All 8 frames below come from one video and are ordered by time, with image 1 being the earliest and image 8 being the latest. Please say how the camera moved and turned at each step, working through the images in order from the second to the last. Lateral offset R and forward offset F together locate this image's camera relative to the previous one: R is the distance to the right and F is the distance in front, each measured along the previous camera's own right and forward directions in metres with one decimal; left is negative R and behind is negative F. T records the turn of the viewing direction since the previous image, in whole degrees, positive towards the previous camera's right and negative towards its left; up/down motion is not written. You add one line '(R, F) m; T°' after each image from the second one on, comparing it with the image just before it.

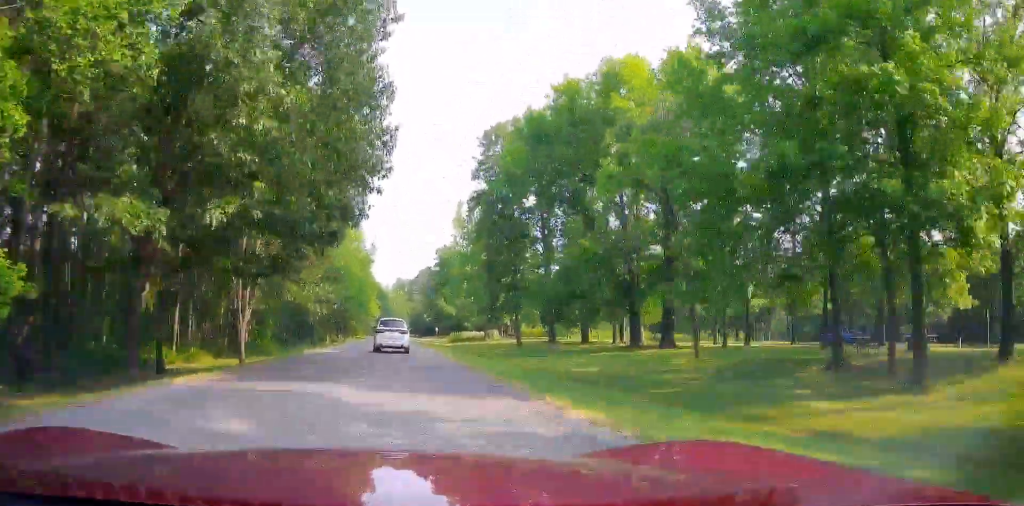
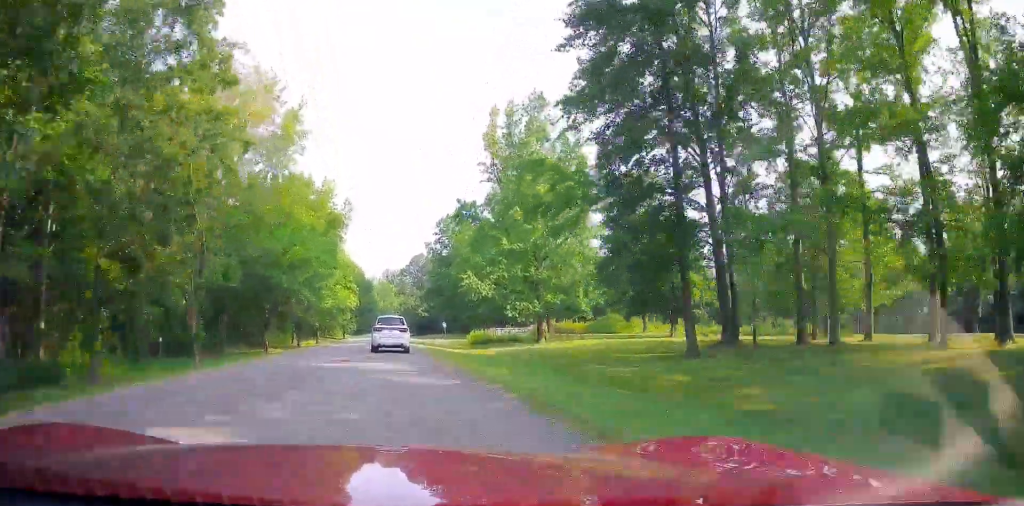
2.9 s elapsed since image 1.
(-0.5, +40.0) m; -2°
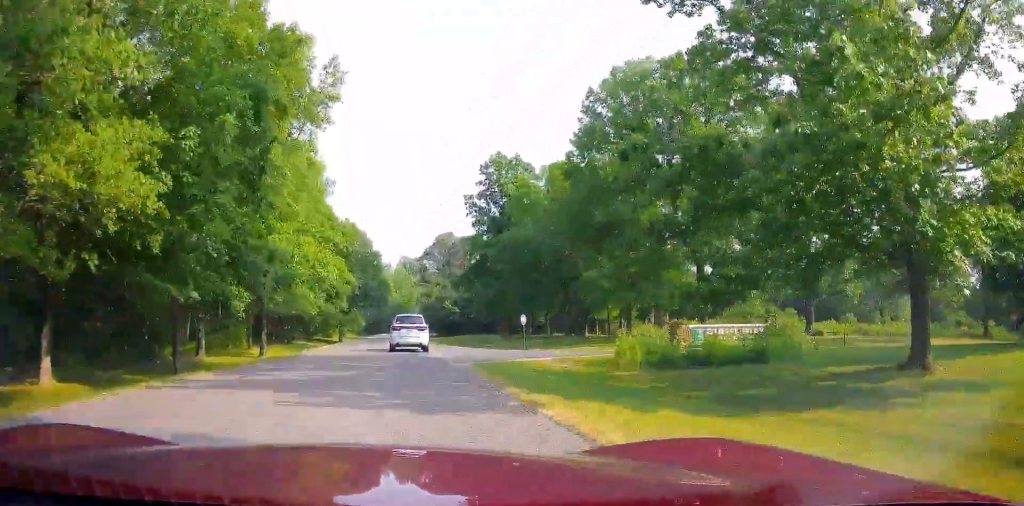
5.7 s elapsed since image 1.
(-0.2, +37.4) m; -1°
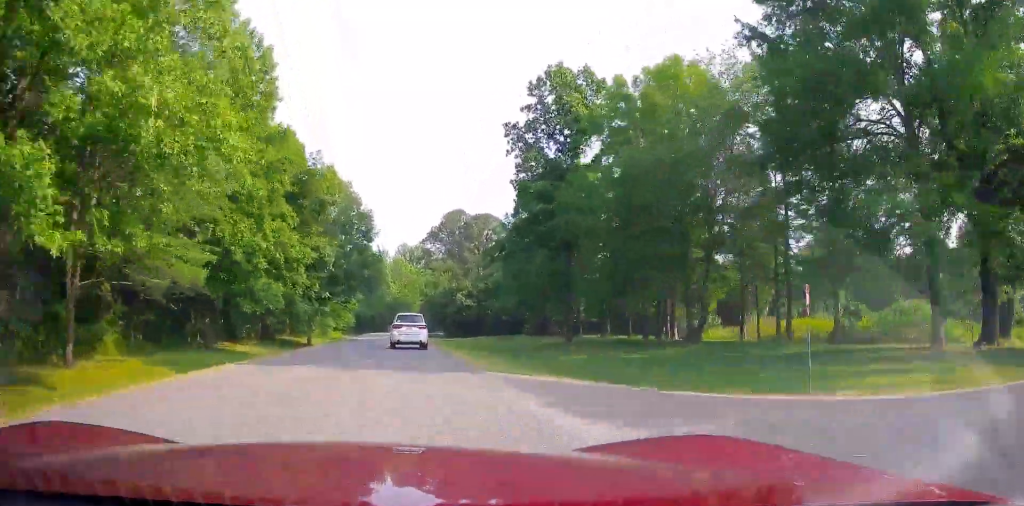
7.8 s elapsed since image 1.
(-0.3, +26.2) m; -2°
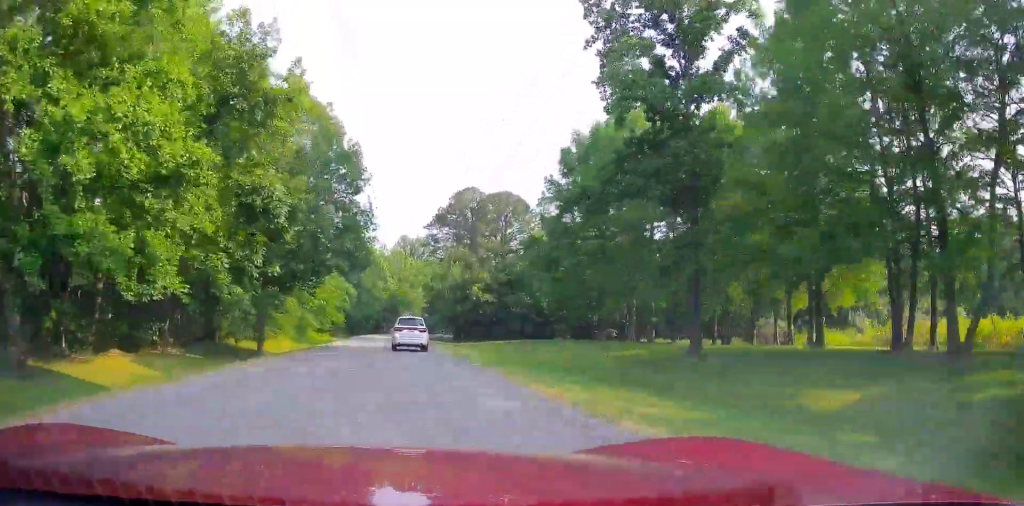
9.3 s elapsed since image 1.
(-0.3, +19.2) m; -1°
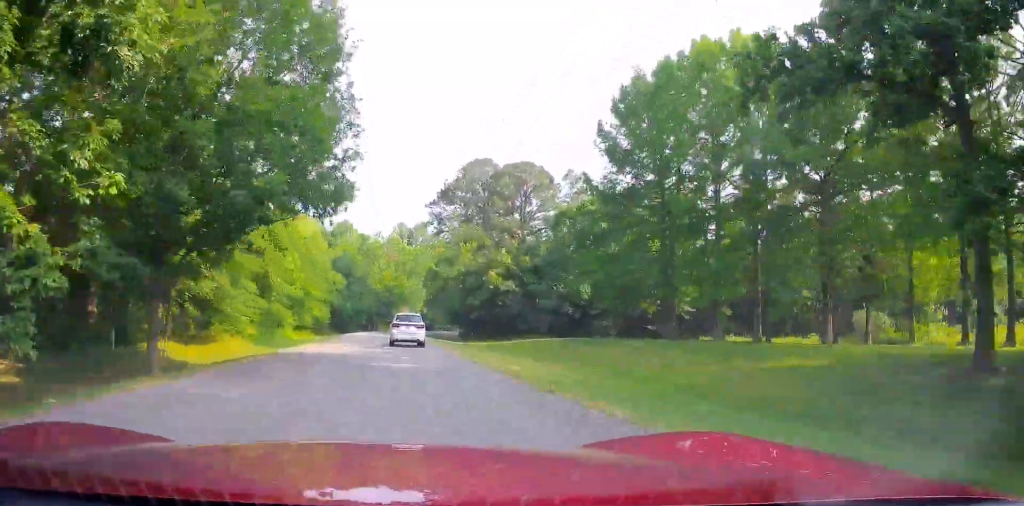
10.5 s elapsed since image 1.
(0.0, +15.1) m; 0°
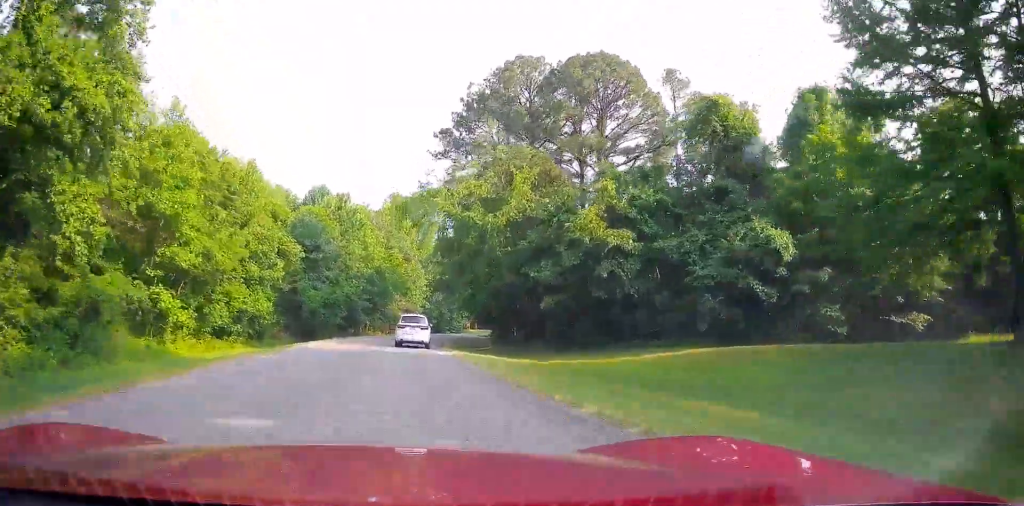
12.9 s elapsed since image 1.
(-0.2, +29.5) m; +2°
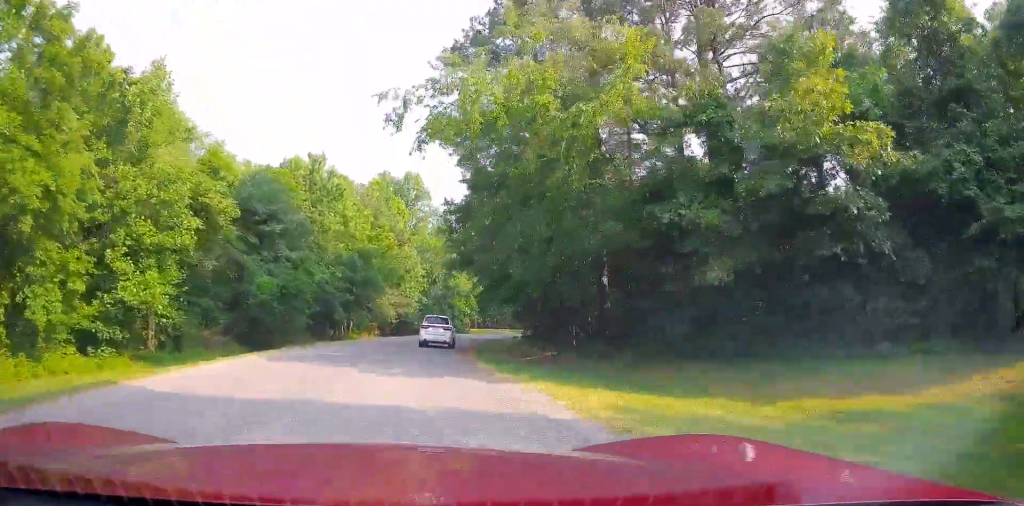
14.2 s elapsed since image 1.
(+0.6, +17.1) m; +3°
